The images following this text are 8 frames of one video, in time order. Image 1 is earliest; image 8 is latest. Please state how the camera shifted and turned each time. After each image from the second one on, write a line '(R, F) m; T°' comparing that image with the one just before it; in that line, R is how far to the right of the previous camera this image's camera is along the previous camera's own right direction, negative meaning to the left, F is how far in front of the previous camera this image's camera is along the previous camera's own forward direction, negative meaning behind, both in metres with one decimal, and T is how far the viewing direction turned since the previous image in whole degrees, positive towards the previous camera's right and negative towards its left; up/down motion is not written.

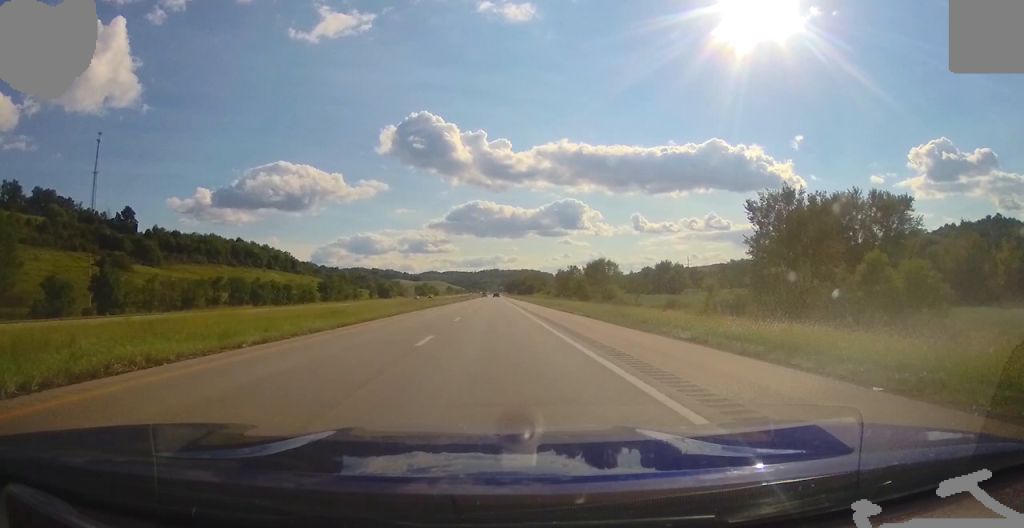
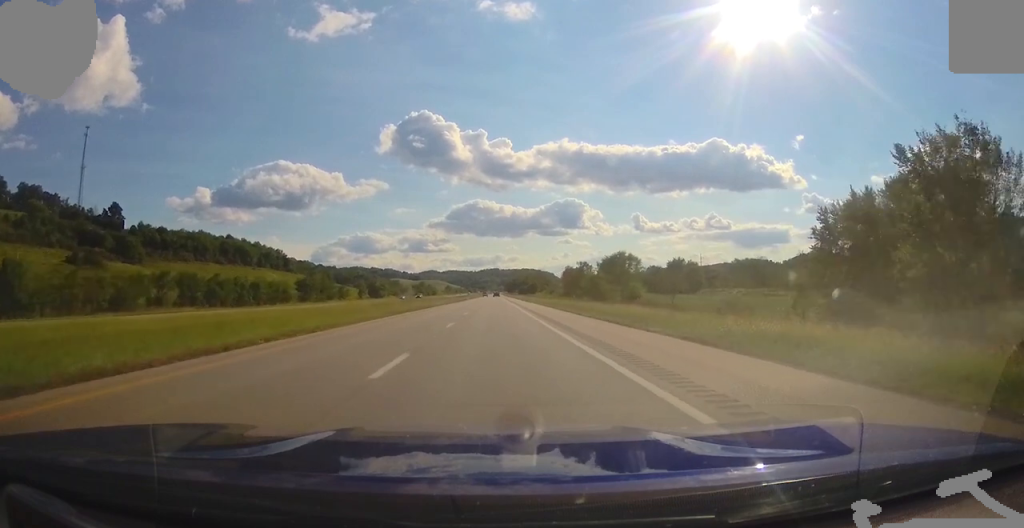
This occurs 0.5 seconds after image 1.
(-0.1, +17.6) m; 0°
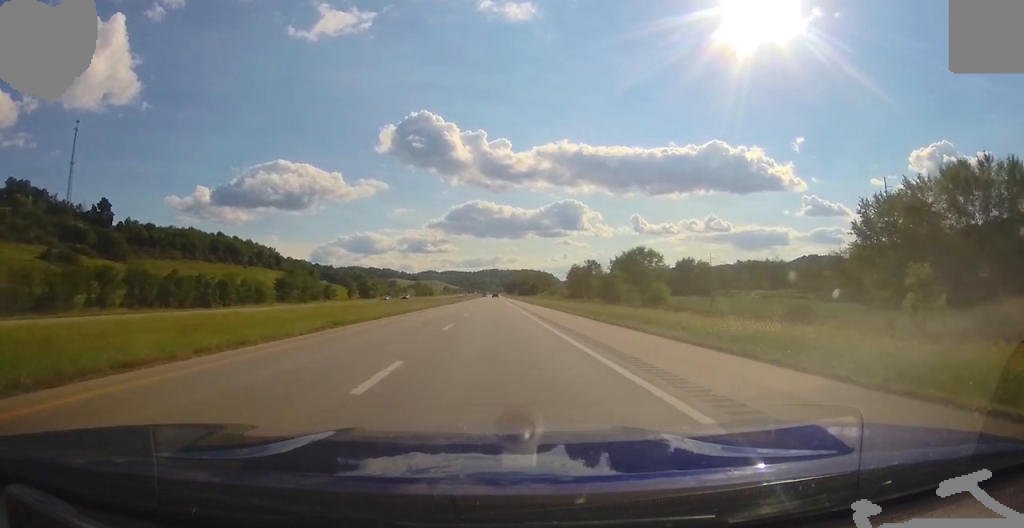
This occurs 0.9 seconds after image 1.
(-0.2, +13.2) m; 0°
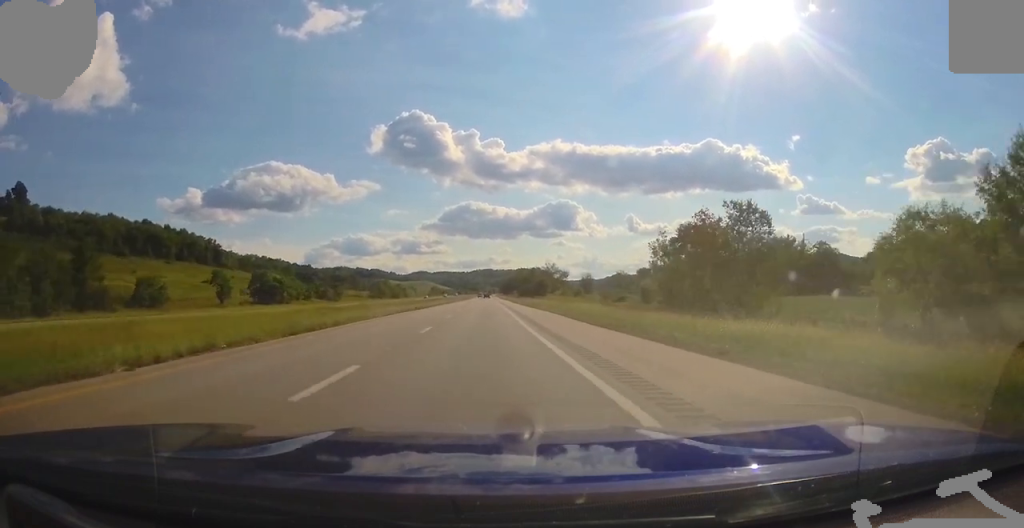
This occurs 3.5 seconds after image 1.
(+1.5, +86.3) m; +1°
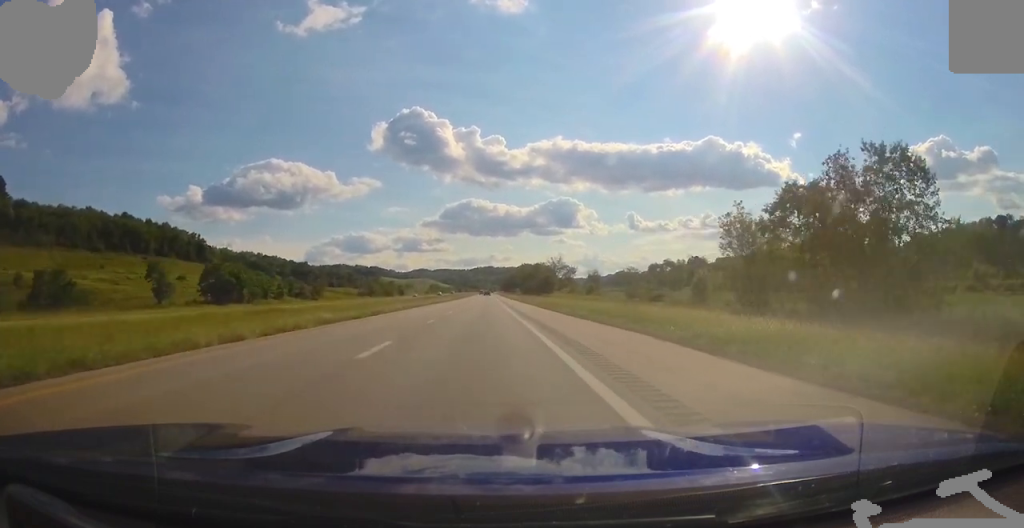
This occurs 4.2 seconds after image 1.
(0.0, +20.9) m; 0°
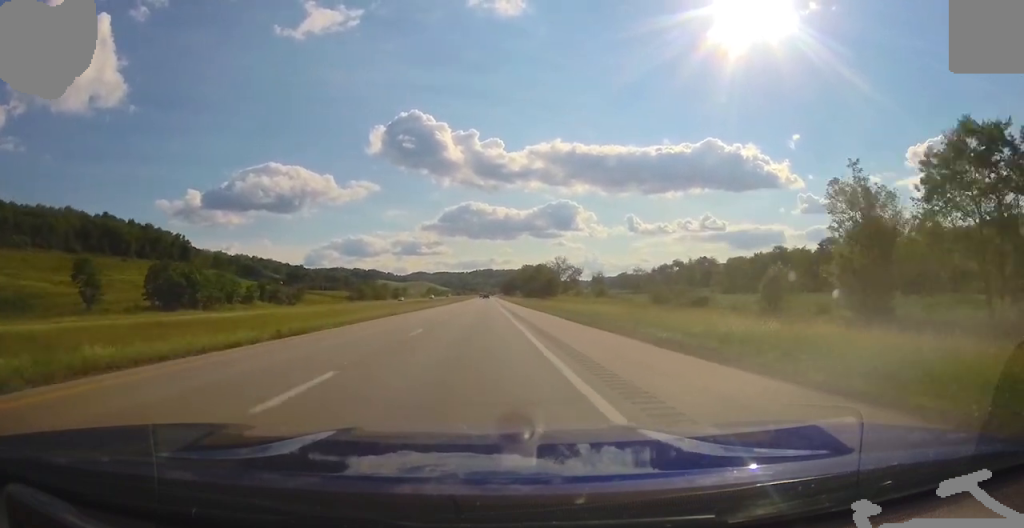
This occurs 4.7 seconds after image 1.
(0.0, +16.5) m; 0°
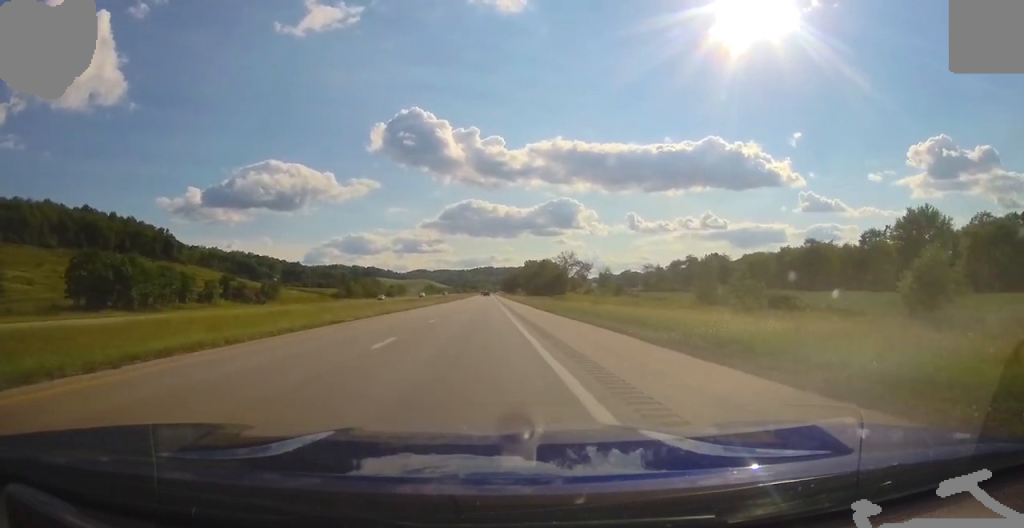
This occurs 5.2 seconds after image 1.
(0.0, +17.6) m; 0°
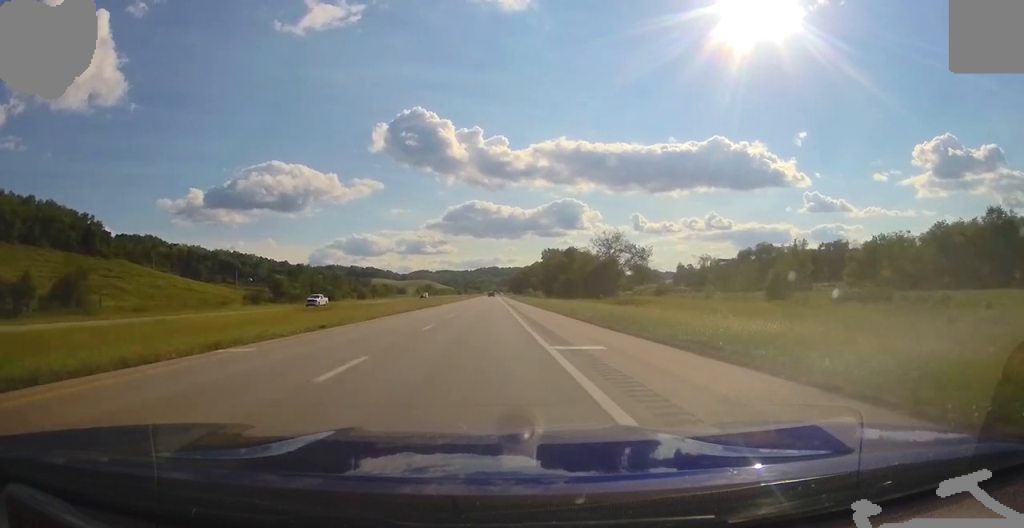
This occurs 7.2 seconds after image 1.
(-0.1, +65.9) m; 0°
